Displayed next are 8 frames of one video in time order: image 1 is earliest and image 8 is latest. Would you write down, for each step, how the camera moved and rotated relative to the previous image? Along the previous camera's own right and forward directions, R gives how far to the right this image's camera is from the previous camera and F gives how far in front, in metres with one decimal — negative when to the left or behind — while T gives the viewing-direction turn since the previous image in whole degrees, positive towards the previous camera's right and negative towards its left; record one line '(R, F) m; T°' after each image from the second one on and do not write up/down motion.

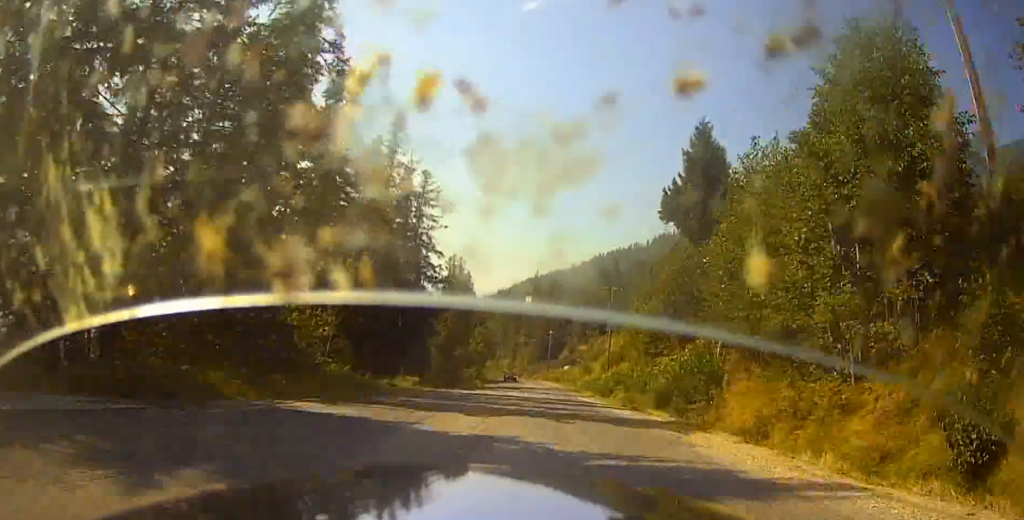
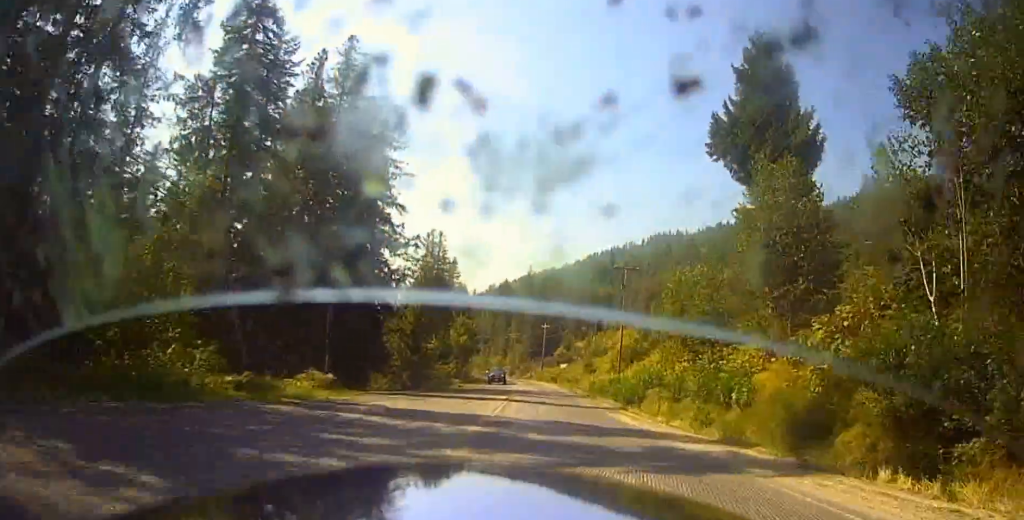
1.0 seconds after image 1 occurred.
(-0.3, +17.5) m; -1°
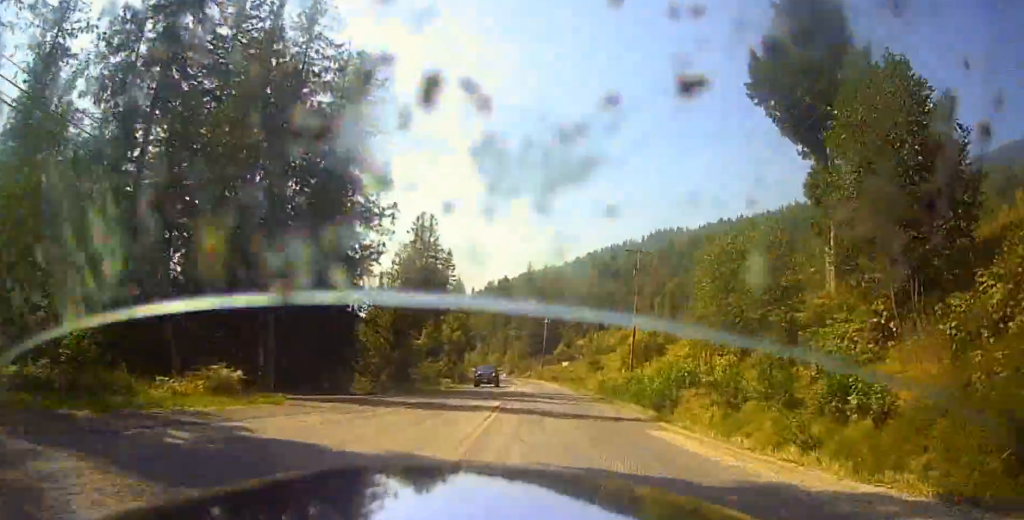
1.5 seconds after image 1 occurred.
(0.0, +8.4) m; 0°
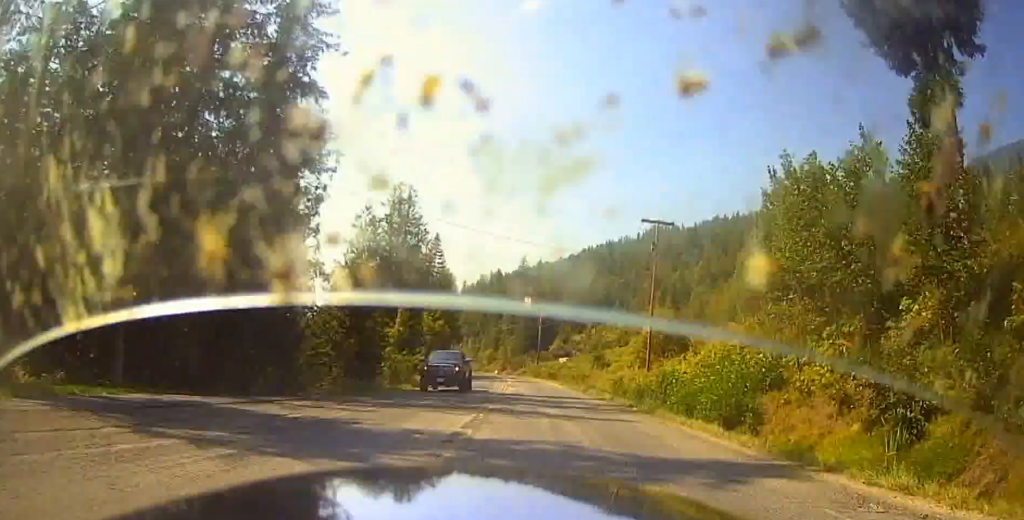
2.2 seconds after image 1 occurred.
(0.0, +11.2) m; 0°
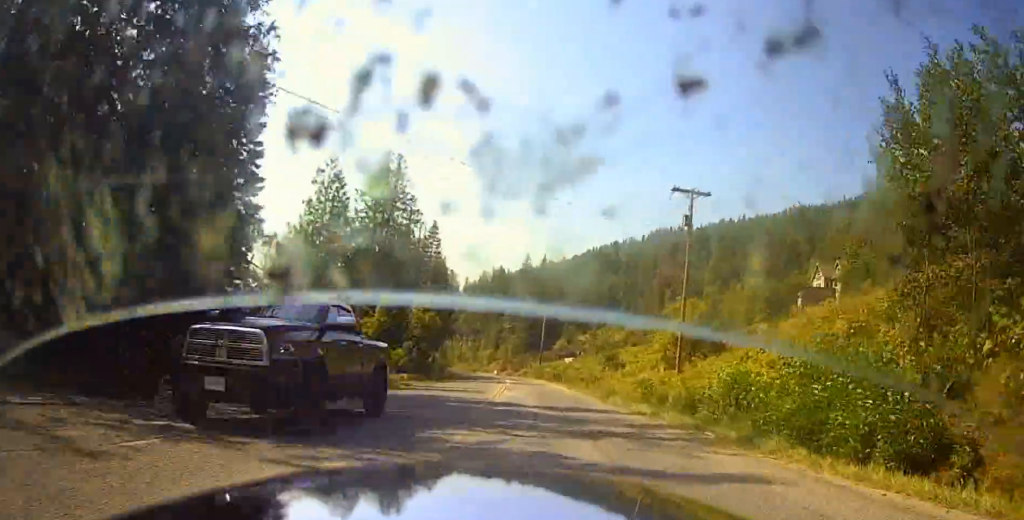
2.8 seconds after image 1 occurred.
(0.0, +9.5) m; 0°
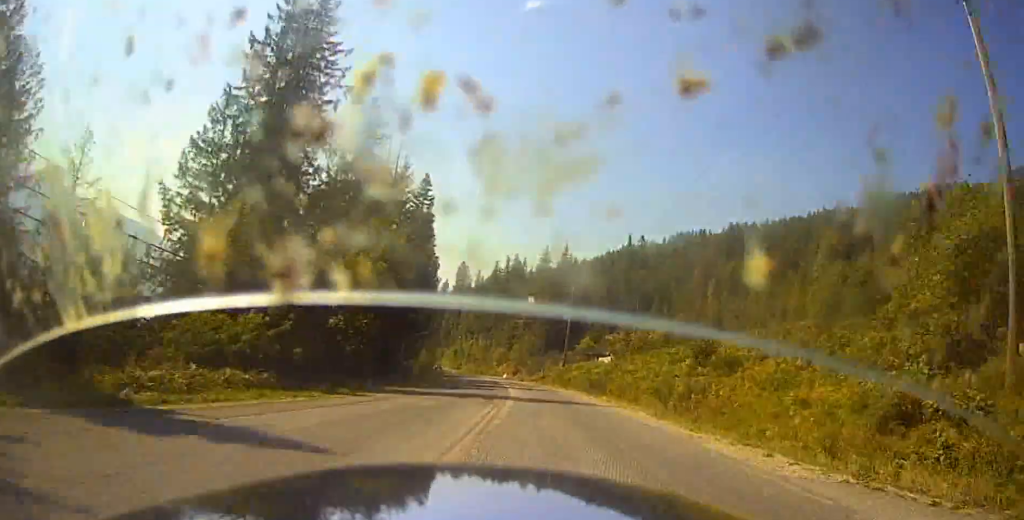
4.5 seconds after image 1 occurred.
(0.0, +29.4) m; 0°
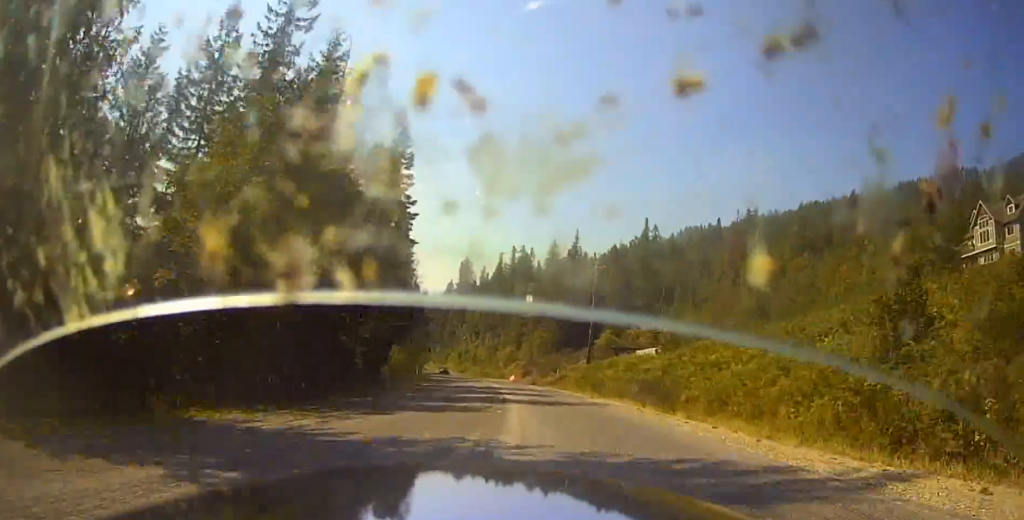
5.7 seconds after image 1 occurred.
(0.0, +19.2) m; 0°
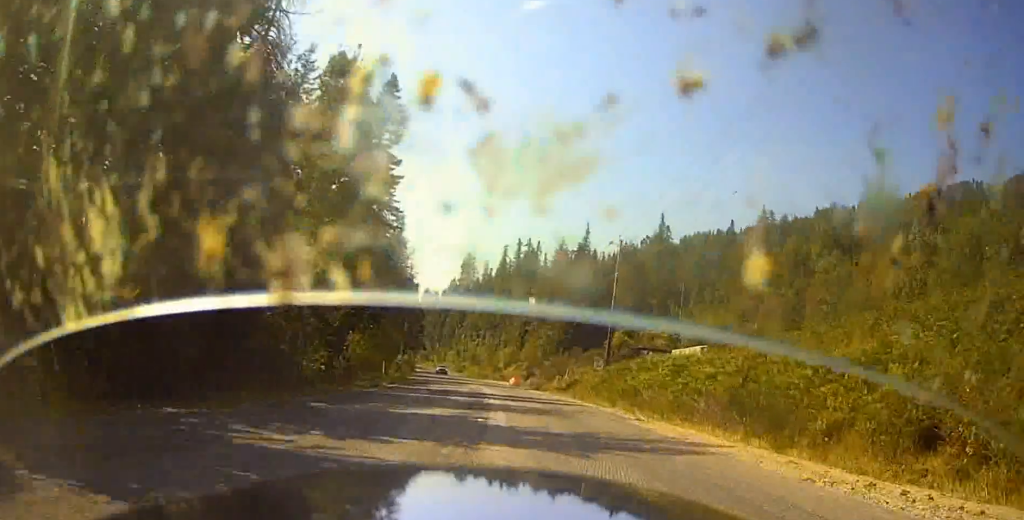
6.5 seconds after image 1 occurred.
(0.0, +12.5) m; 0°
